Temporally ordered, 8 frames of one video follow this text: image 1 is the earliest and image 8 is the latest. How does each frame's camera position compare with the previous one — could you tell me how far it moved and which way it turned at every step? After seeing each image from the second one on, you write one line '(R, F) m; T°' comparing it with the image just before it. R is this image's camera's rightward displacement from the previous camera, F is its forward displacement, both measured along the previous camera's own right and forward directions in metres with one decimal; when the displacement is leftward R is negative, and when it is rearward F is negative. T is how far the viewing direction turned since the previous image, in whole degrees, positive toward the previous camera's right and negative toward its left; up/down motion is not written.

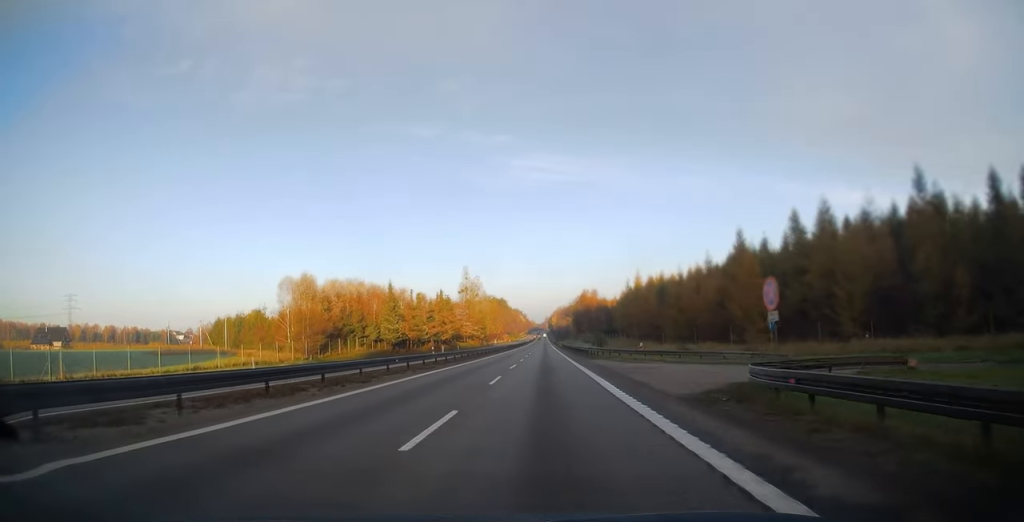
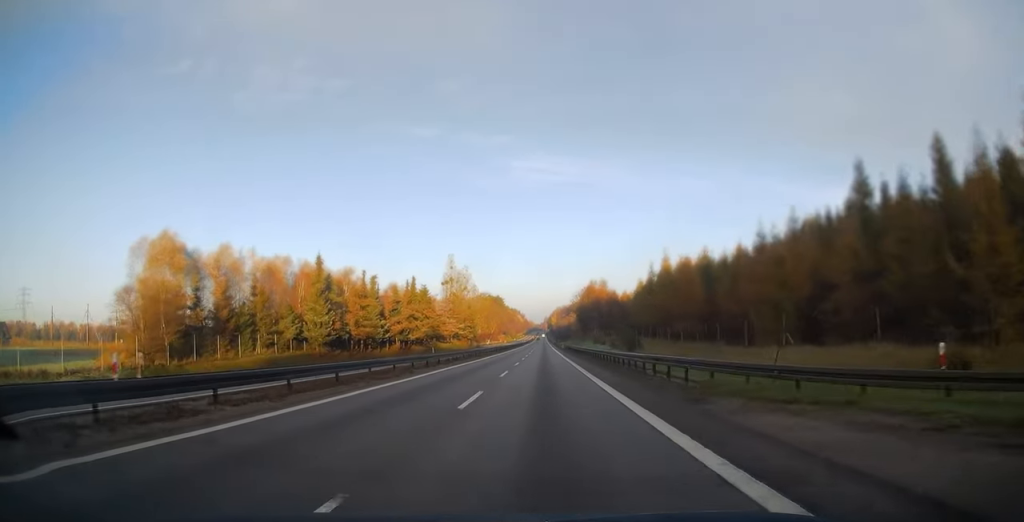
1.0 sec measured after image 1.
(-0.1, +30.5) m; 0°
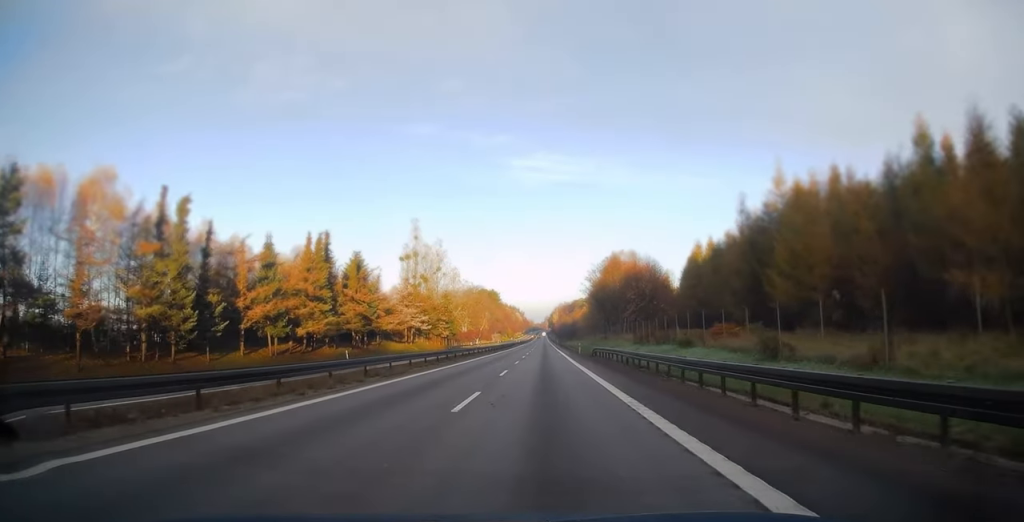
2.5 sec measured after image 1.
(+0.2, +48.6) m; 0°
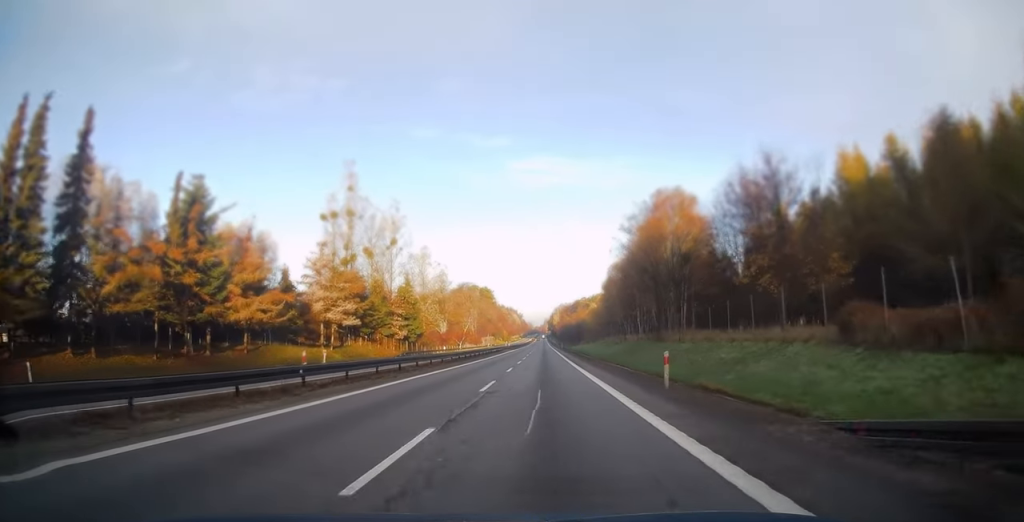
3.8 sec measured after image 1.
(-0.3, +42.2) m; 0°
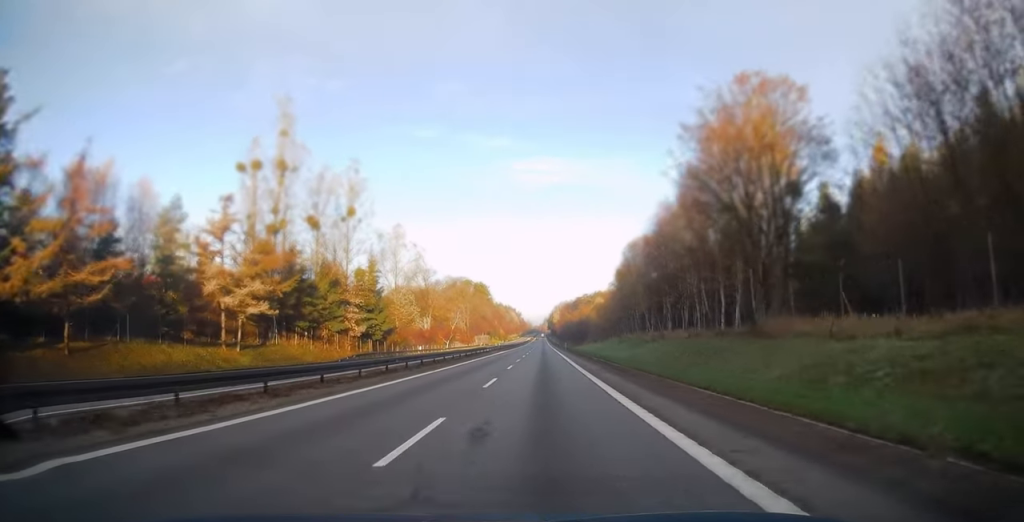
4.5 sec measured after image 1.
(+0.2, +22.5) m; 0°
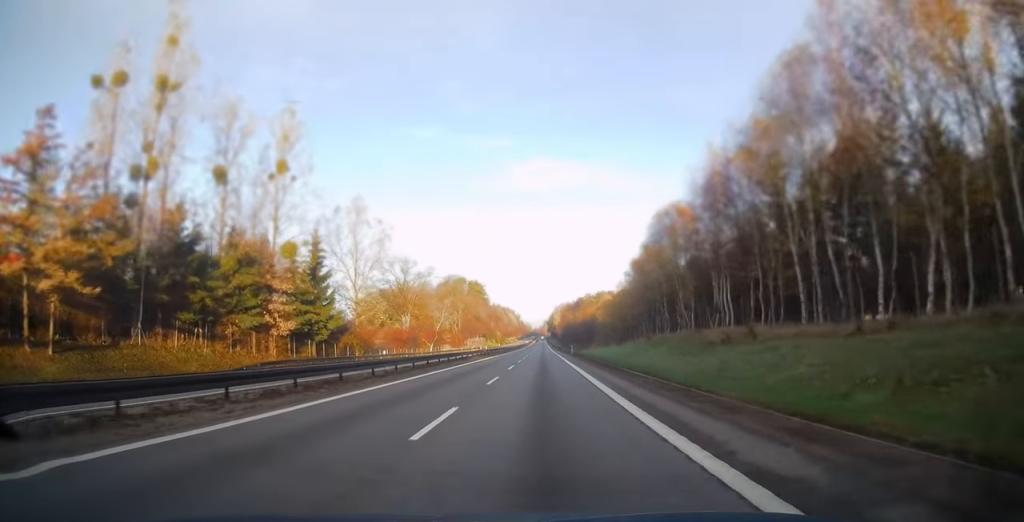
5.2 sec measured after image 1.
(0.0, +21.9) m; 0°
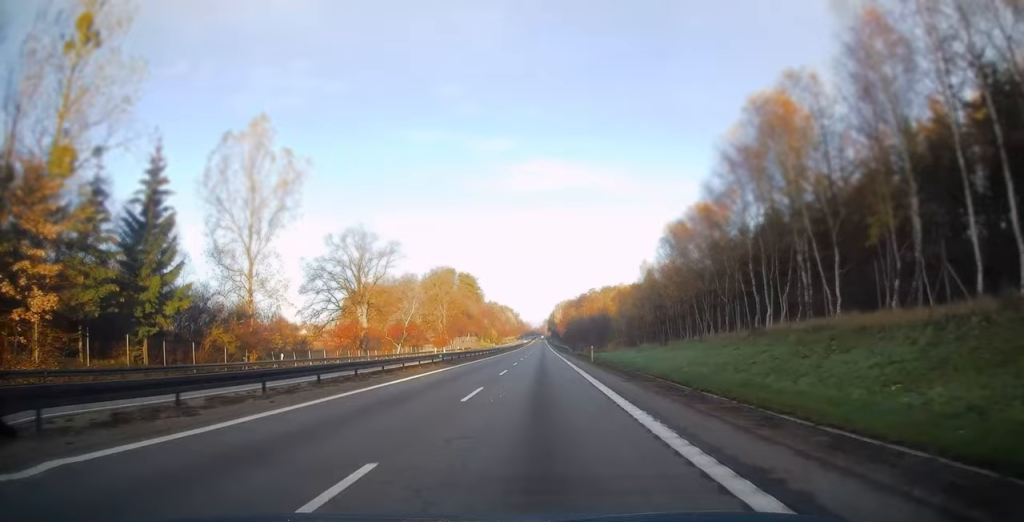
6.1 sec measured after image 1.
(-0.1, +29.9) m; 0°
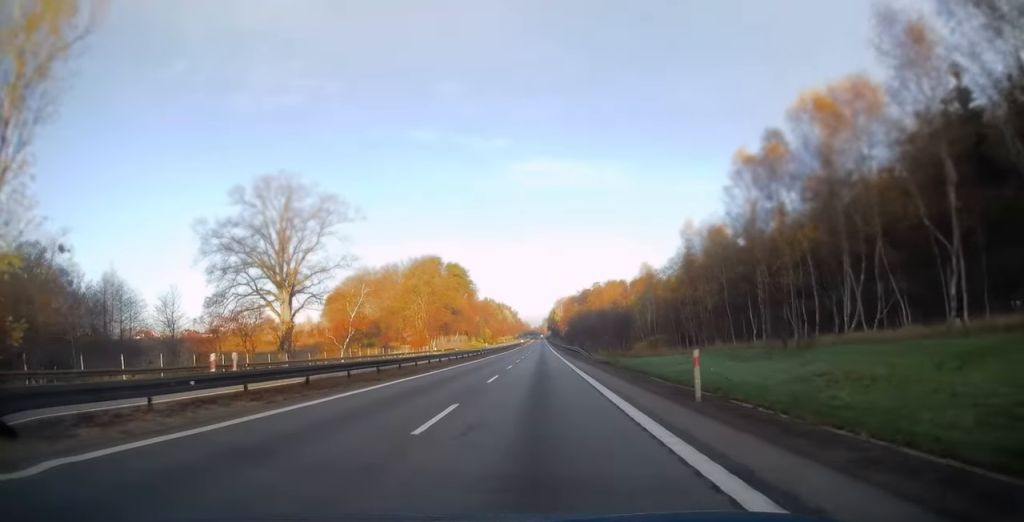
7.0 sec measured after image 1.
(0.0, +28.8) m; 0°
